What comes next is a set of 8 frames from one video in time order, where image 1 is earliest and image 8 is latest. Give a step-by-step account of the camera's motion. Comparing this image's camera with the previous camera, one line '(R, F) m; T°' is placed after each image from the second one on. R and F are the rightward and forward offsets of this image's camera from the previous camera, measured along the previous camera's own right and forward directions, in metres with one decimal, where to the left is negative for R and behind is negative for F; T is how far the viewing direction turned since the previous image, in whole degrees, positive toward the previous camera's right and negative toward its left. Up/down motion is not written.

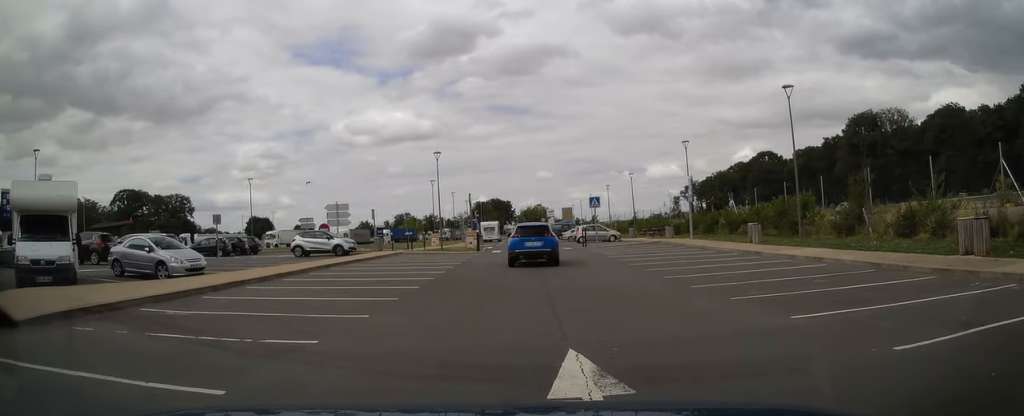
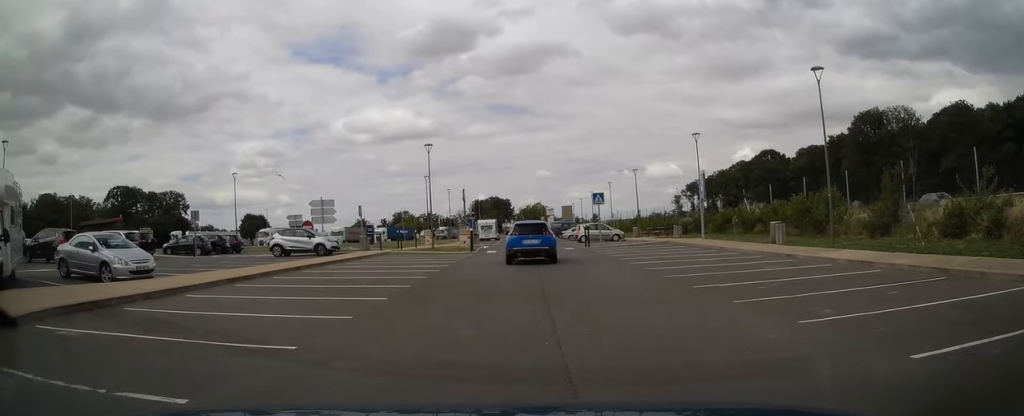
(0.0, +3.4) m; 0°
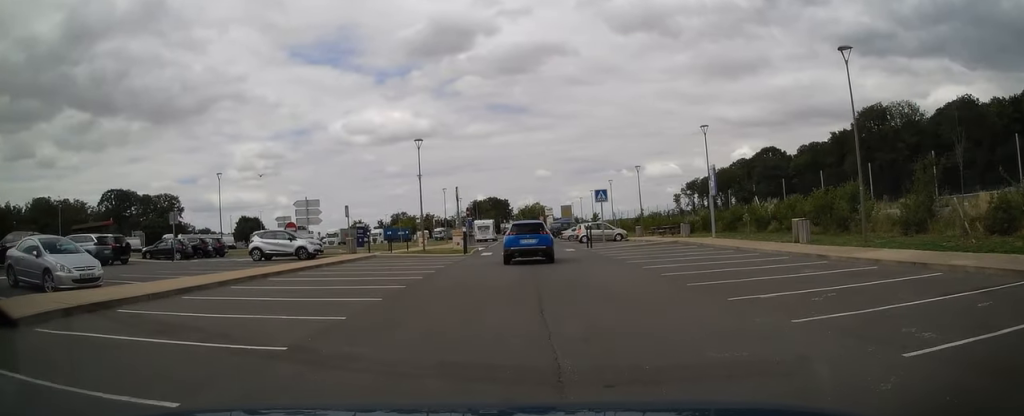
(0.0, +2.8) m; 0°
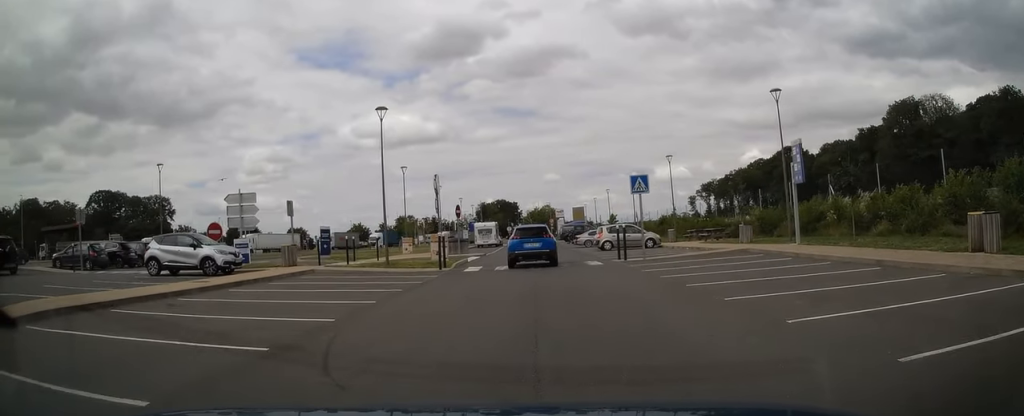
(-0.1, +11.0) m; -1°
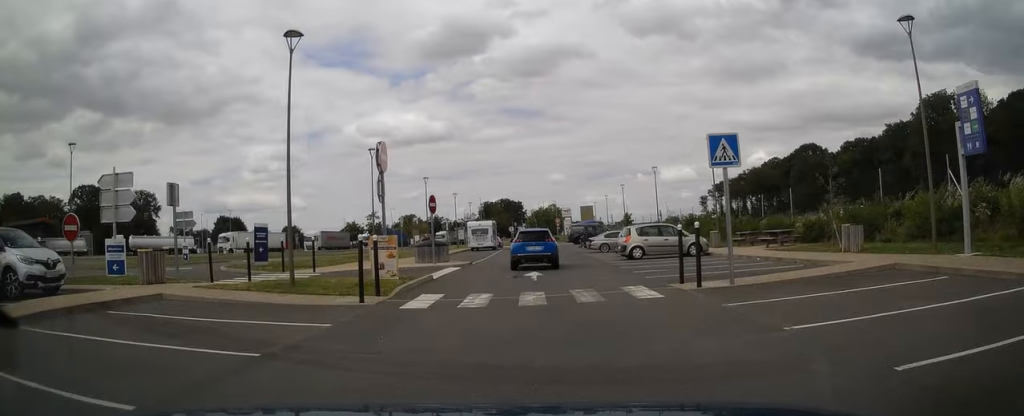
(-0.1, +10.5) m; -1°
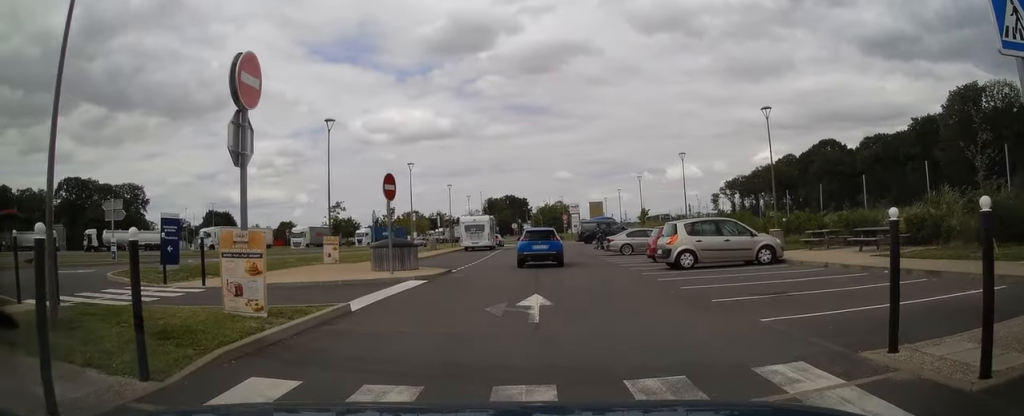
(0.0, +9.0) m; 0°
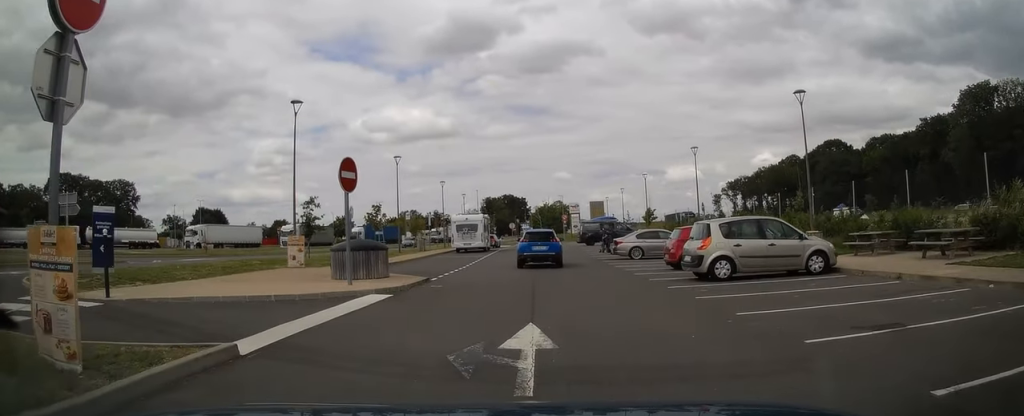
(0.0, +4.1) m; 0°
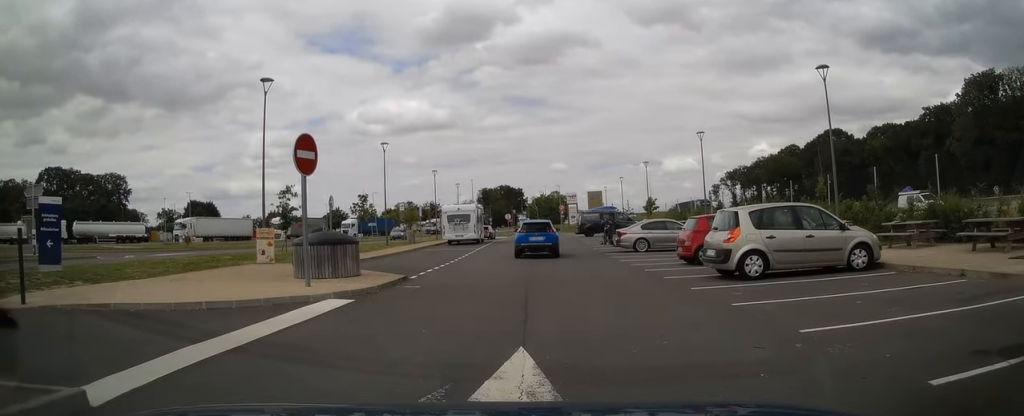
(0.0, +2.6) m; 0°
